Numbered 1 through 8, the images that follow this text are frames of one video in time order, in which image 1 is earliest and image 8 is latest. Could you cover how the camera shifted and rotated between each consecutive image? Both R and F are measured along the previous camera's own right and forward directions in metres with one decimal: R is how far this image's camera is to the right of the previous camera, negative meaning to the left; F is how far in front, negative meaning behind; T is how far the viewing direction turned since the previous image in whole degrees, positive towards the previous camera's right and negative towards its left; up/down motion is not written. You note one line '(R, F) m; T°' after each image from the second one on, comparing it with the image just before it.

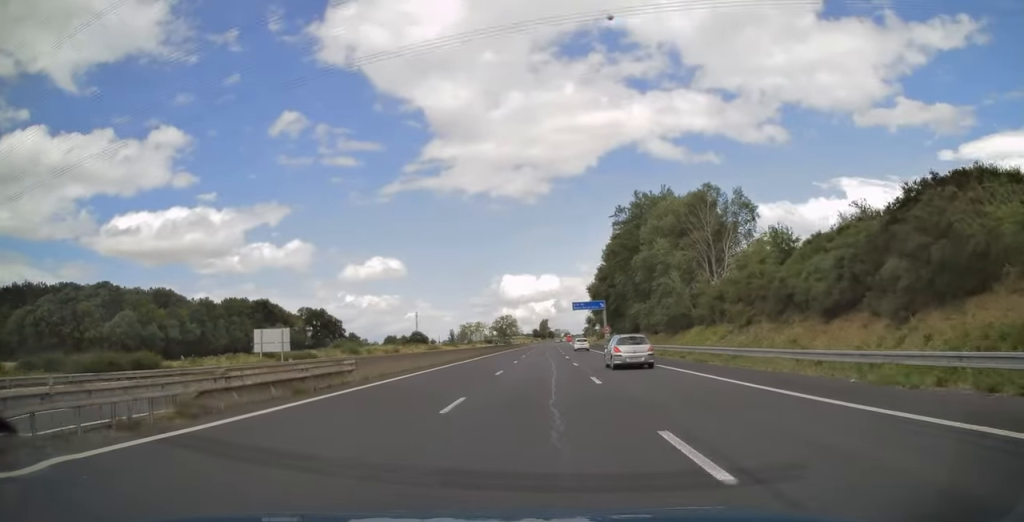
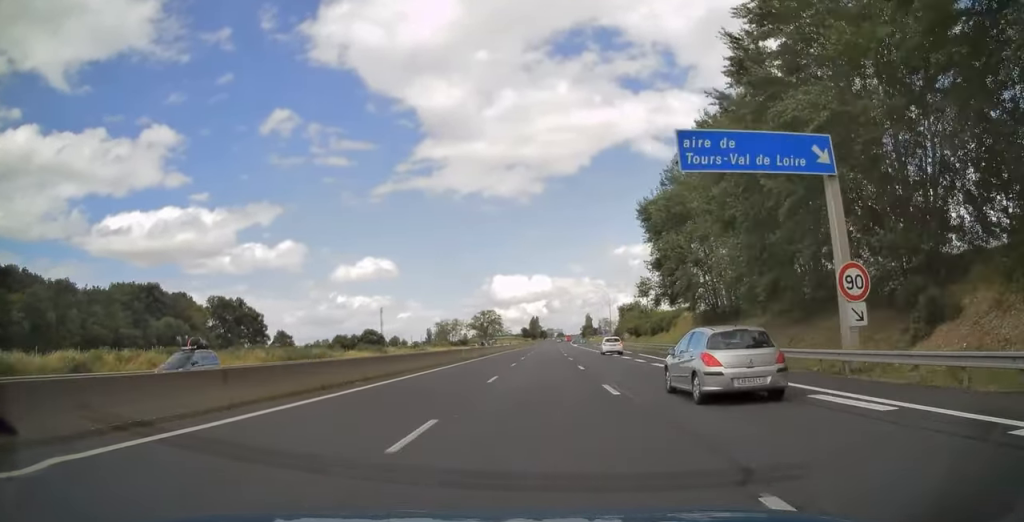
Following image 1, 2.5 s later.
(+0.6, +82.3) m; +1°
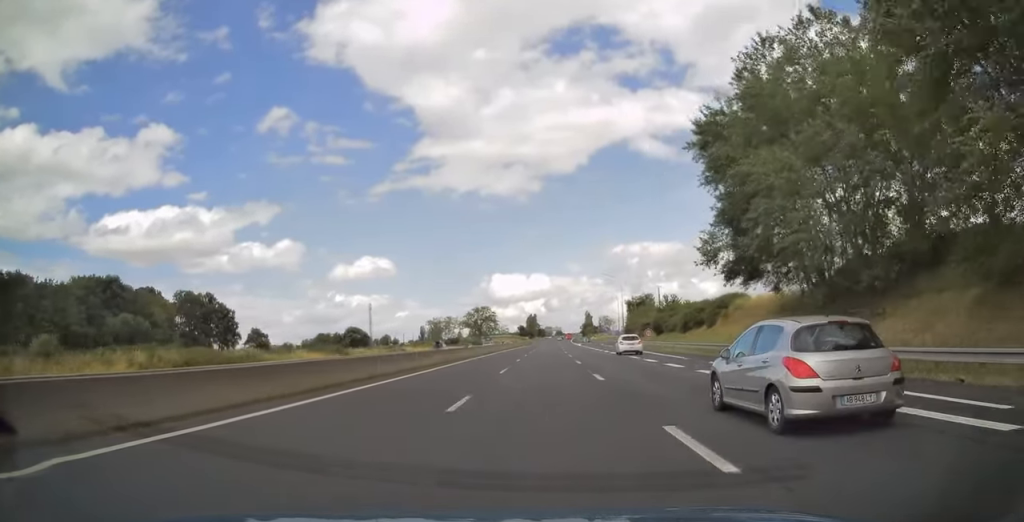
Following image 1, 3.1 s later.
(0.0, +21.9) m; 0°
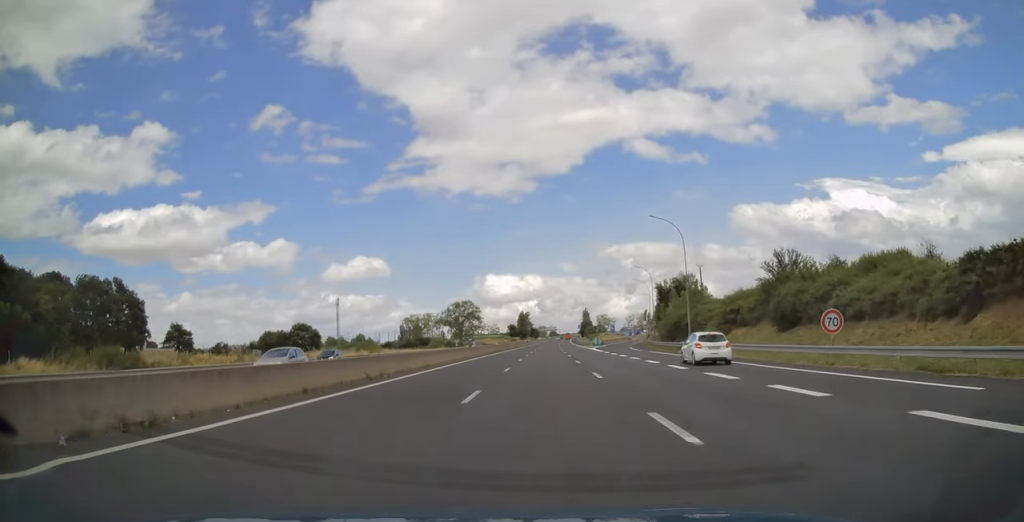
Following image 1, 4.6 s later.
(+0.1, +50.6) m; 0°
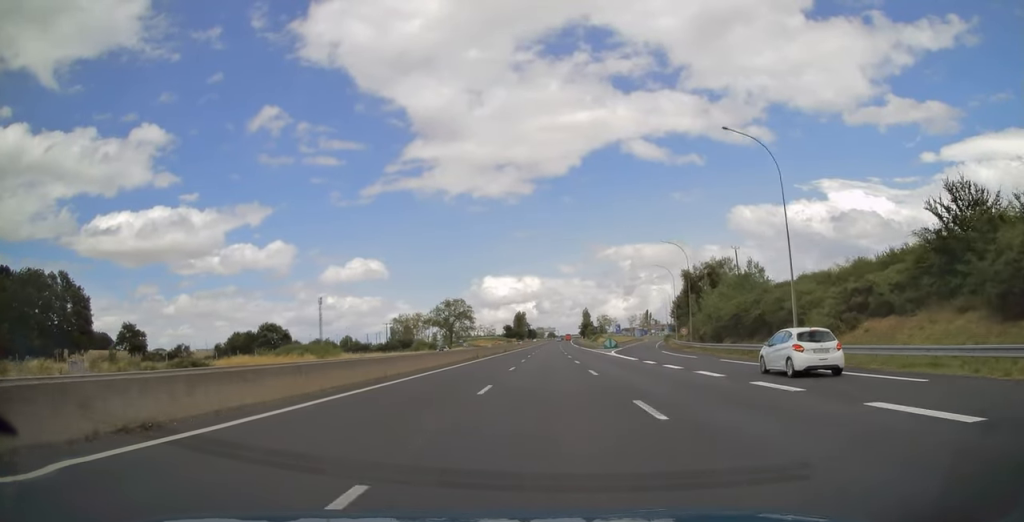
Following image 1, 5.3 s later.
(+0.1, +23.6) m; +1°
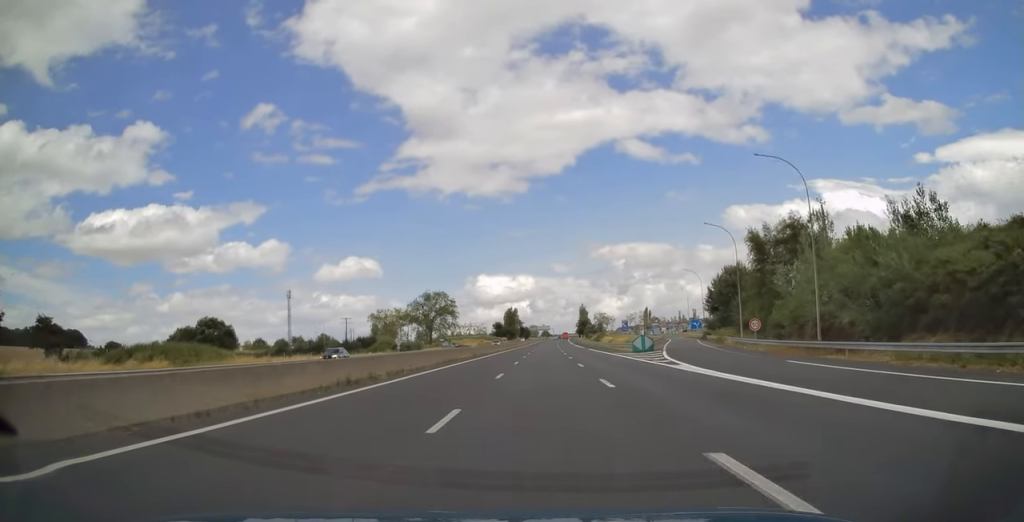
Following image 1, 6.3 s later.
(+0.3, +32.6) m; +1°
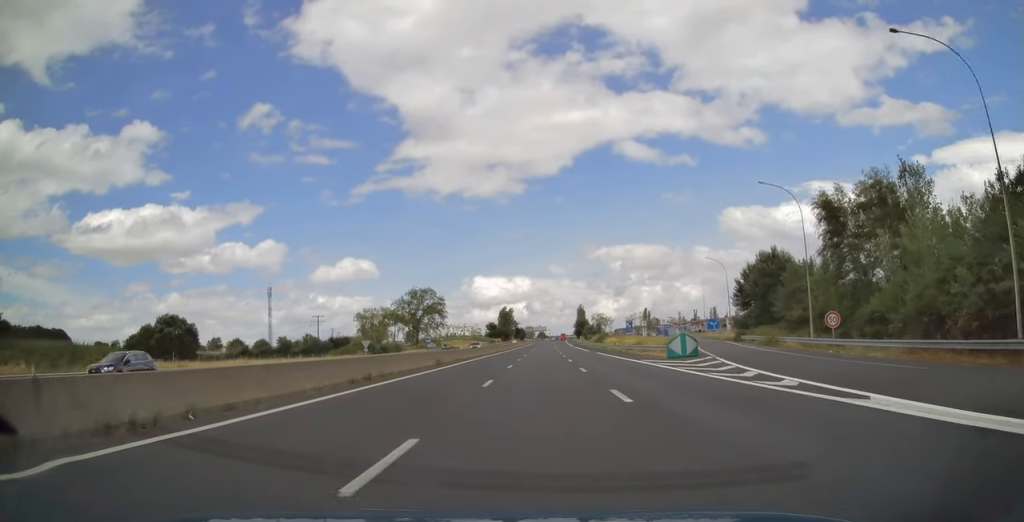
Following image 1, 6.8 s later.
(+0.1, +16.9) m; 0°
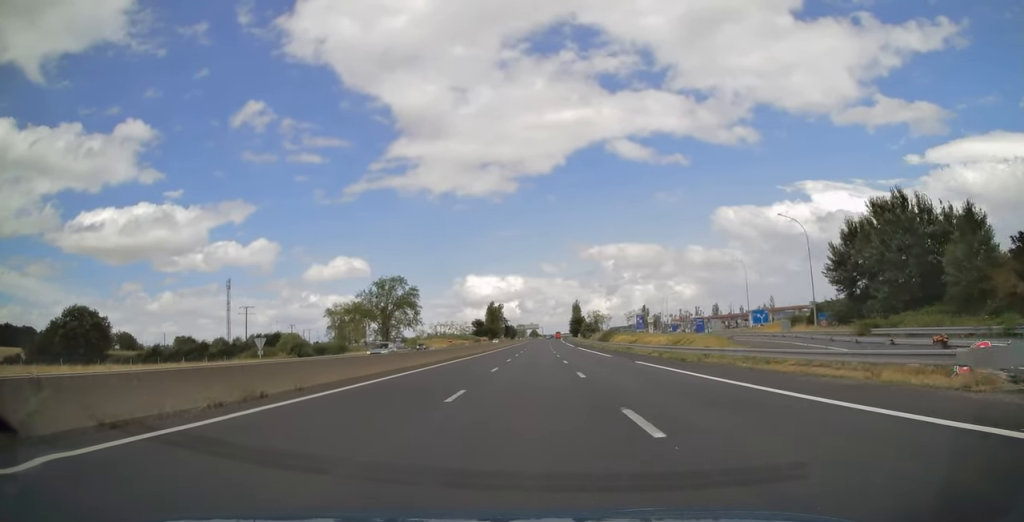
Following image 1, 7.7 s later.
(0.0, +30.9) m; +1°
